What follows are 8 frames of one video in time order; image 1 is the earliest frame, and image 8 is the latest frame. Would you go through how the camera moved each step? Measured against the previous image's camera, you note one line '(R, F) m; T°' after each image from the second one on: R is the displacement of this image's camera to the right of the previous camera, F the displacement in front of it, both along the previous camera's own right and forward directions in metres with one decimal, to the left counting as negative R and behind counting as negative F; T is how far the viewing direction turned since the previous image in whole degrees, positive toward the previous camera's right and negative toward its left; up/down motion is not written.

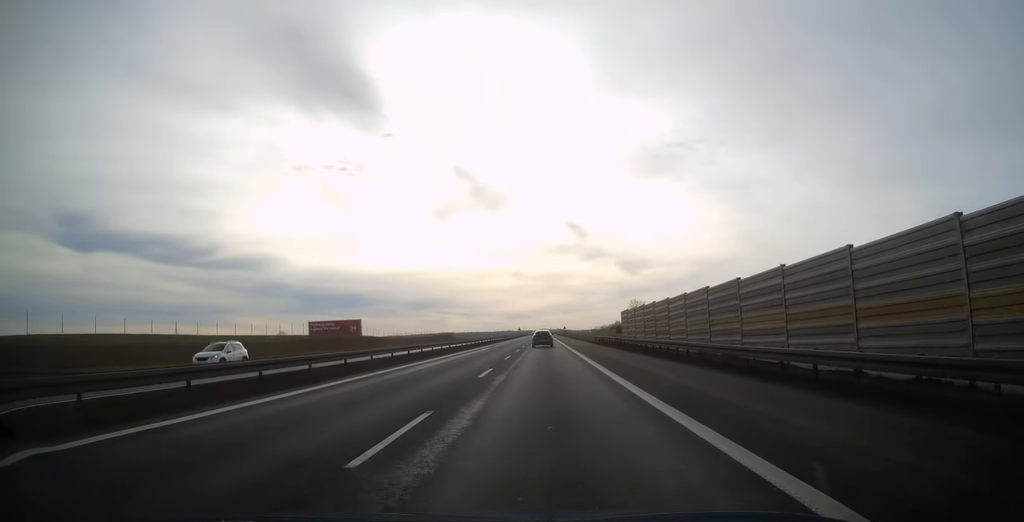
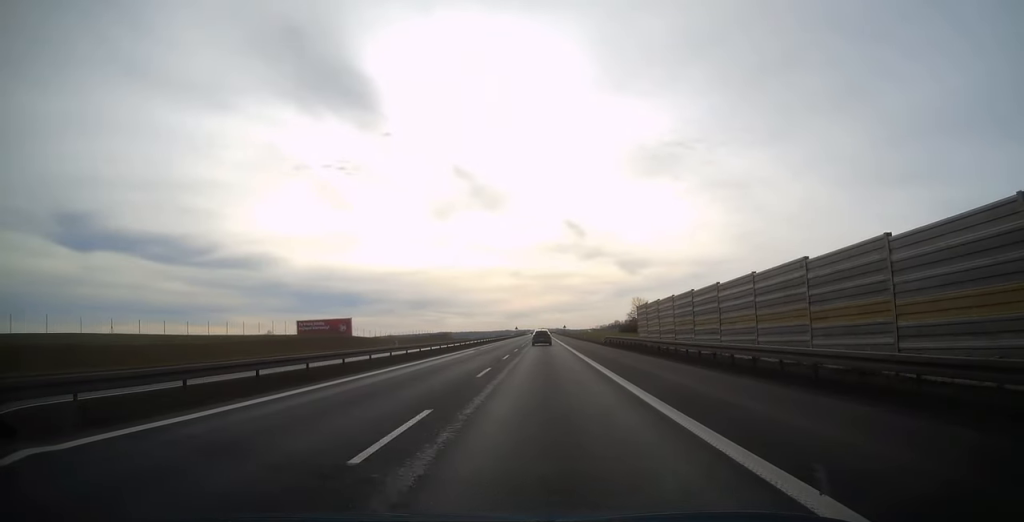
(0.0, +12.1) m; 0°
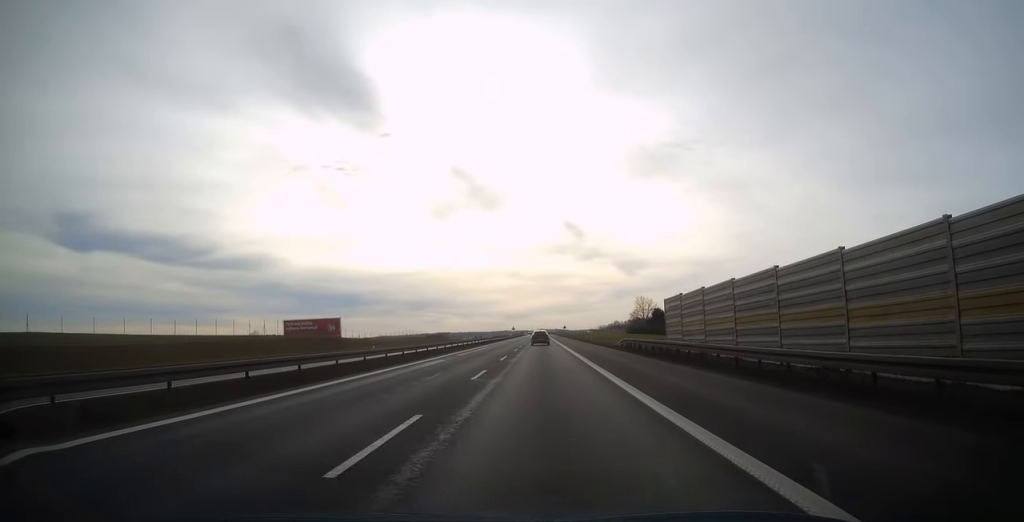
(0.0, +12.6) m; 0°
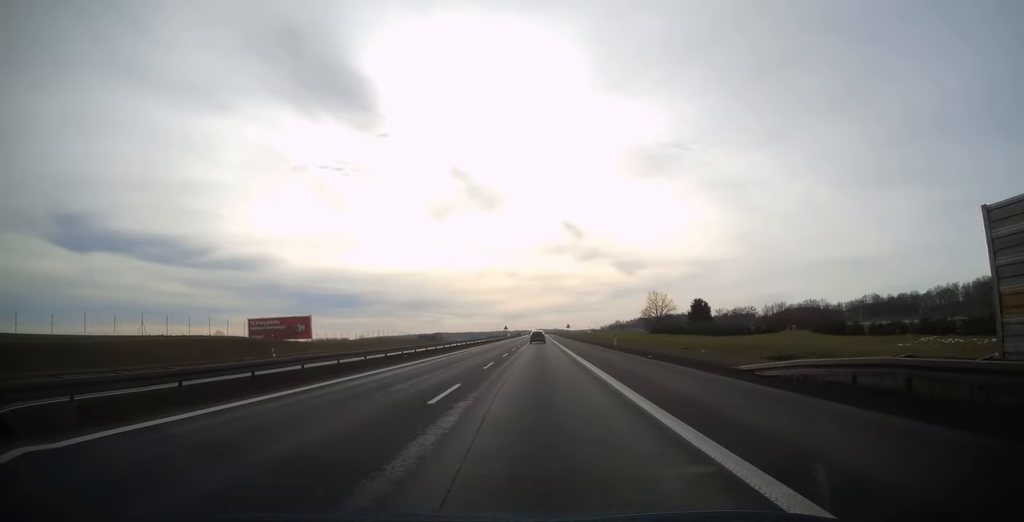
(+0.1, +31.3) m; 0°
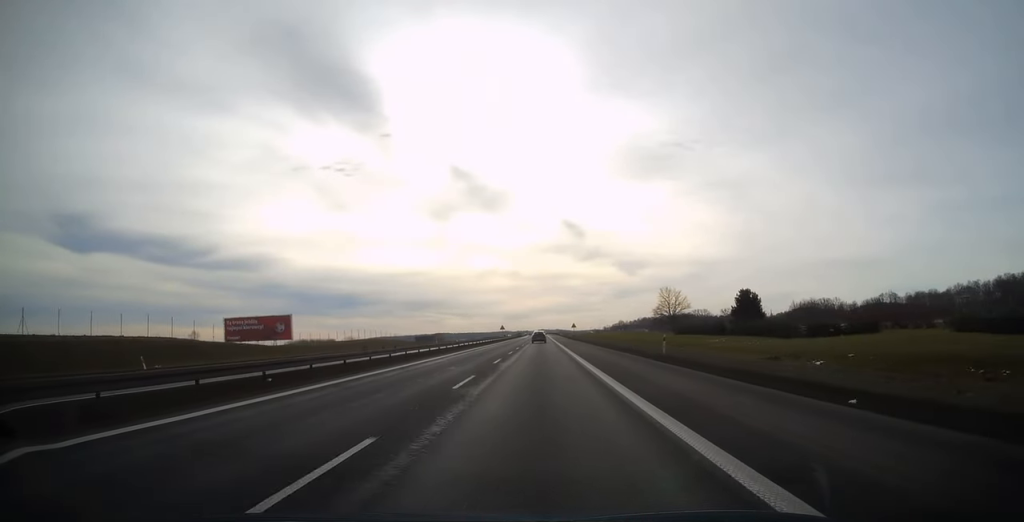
(0.0, +19.2) m; 0°
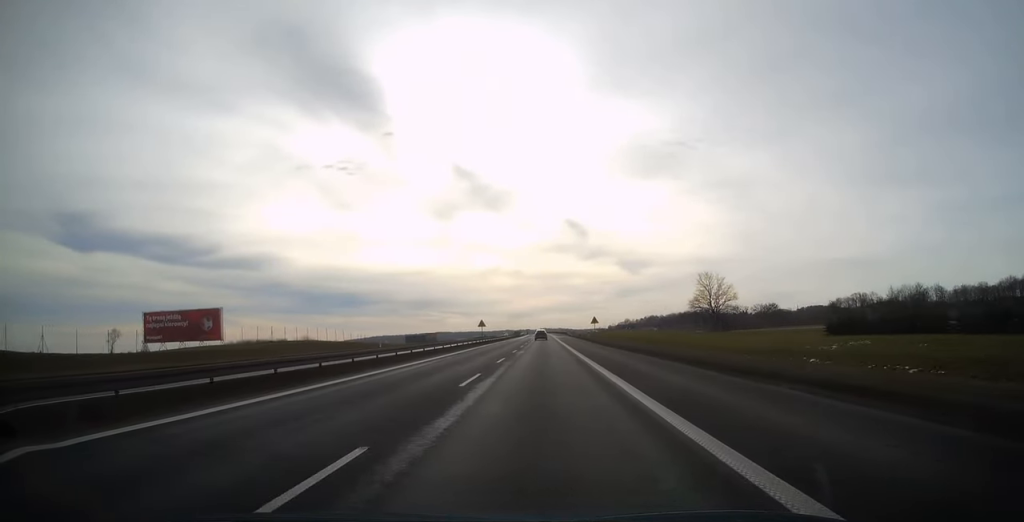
(-0.1, +47.5) m; 0°
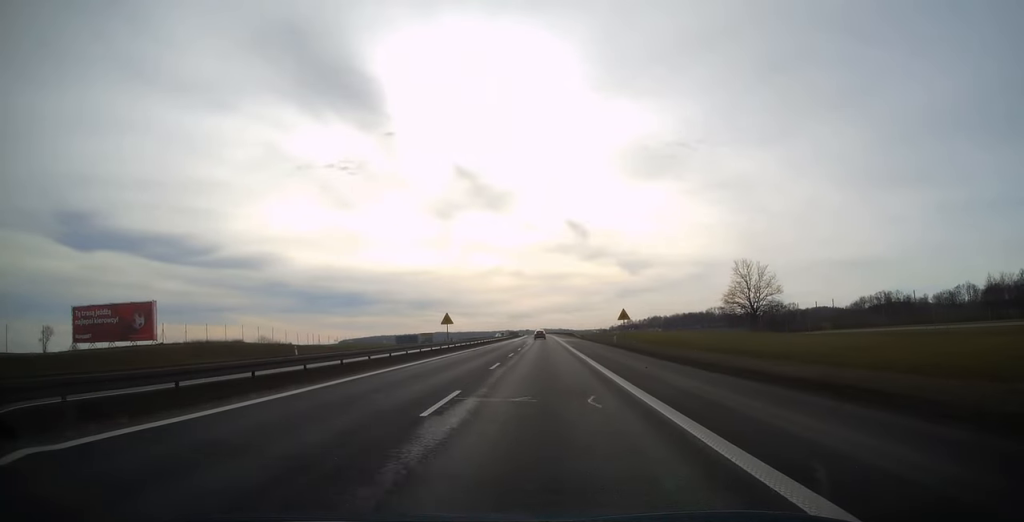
(-0.1, +29.8) m; 0°
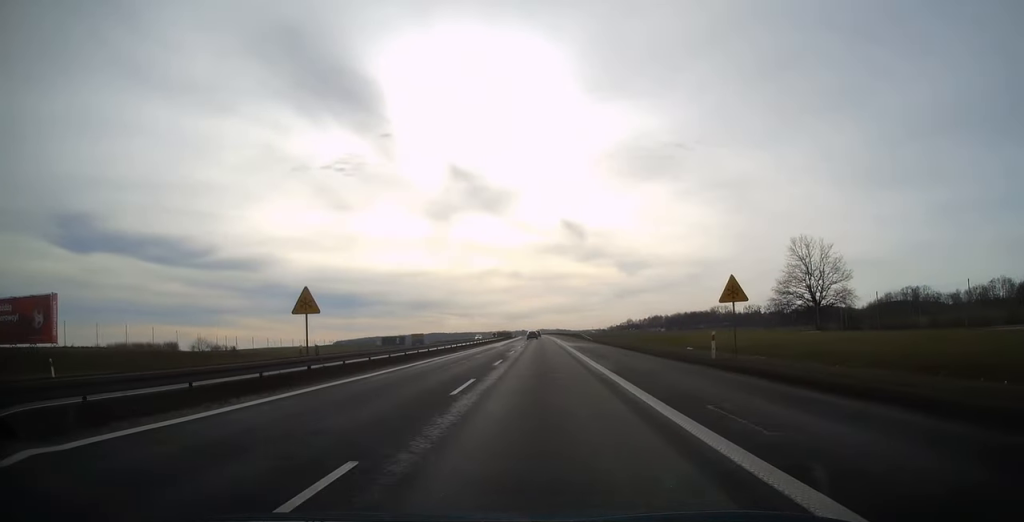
(0.0, +31.3) m; 0°
